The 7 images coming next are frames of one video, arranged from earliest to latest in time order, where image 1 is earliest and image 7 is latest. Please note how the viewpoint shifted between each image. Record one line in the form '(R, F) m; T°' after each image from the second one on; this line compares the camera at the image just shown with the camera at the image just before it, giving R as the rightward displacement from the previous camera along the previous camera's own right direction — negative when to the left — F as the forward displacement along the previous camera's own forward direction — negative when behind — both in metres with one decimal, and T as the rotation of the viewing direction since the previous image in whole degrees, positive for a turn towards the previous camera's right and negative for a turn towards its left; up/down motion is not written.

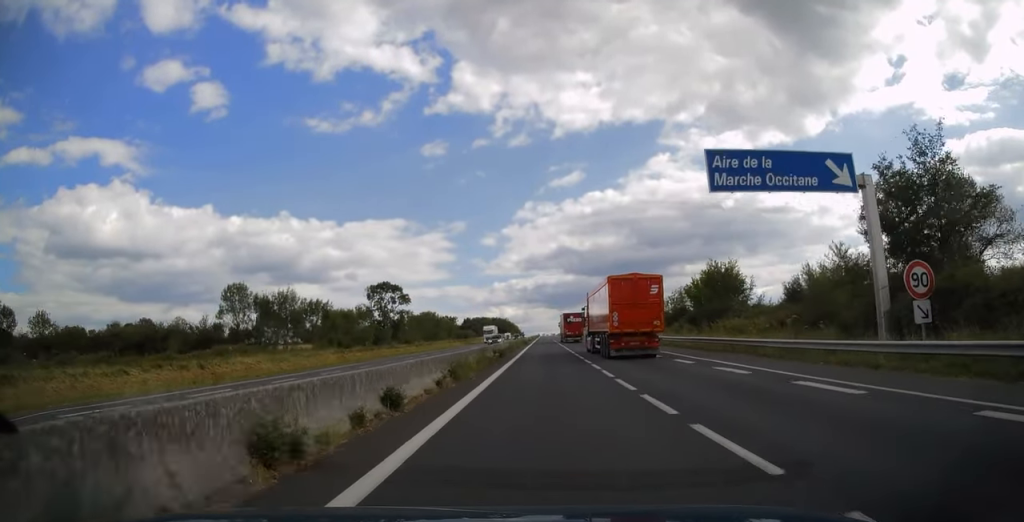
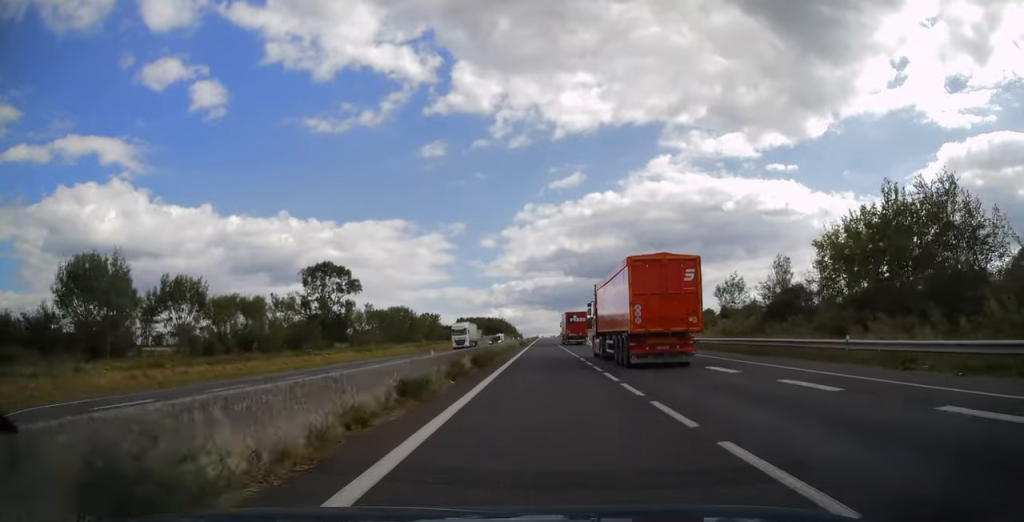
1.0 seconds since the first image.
(0.0, +31.6) m; 0°
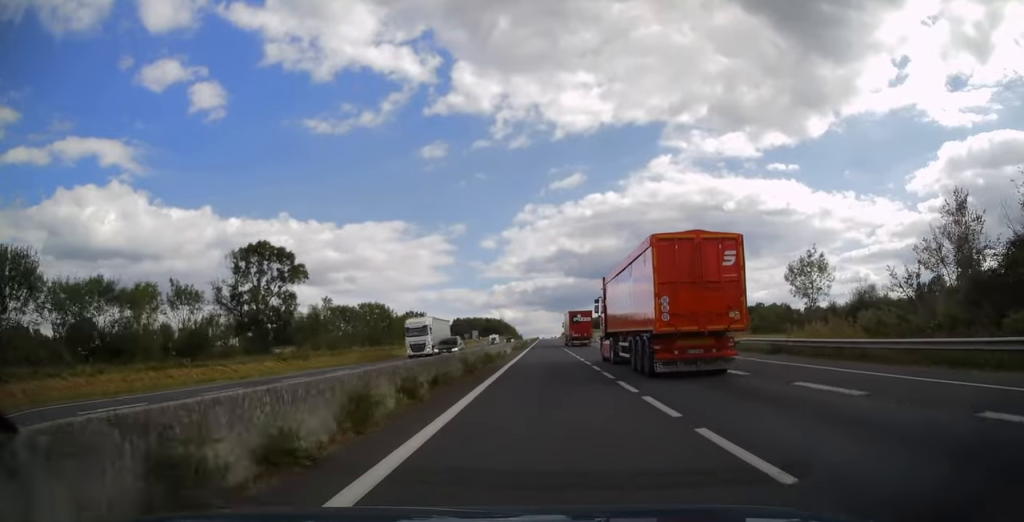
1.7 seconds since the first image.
(0.0, +20.5) m; 0°
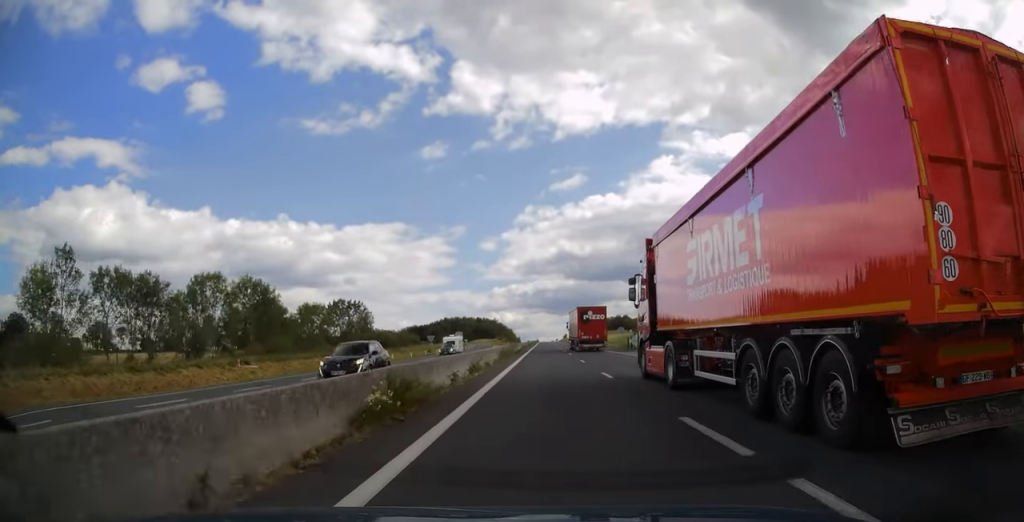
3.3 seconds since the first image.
(0.0, +50.5) m; 0°
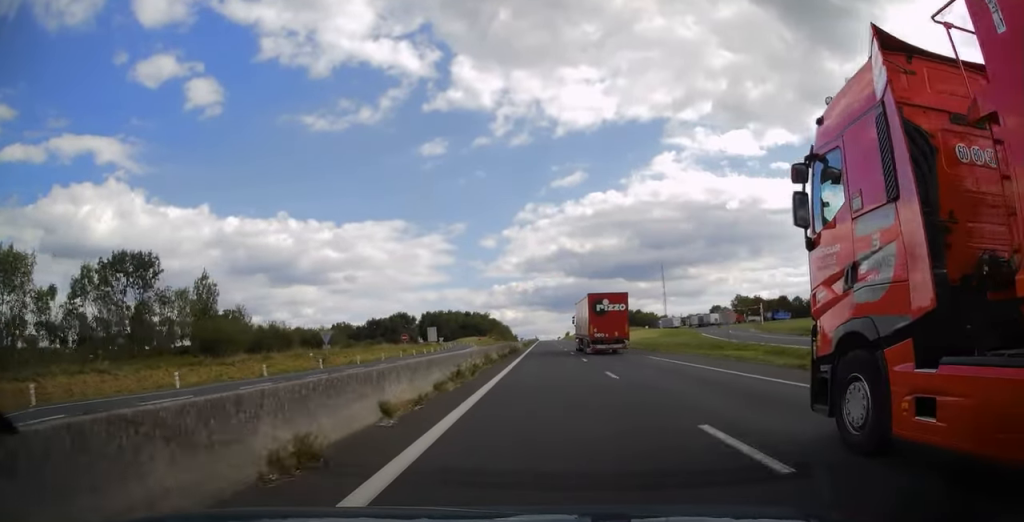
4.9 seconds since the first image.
(0.0, +52.5) m; 0°
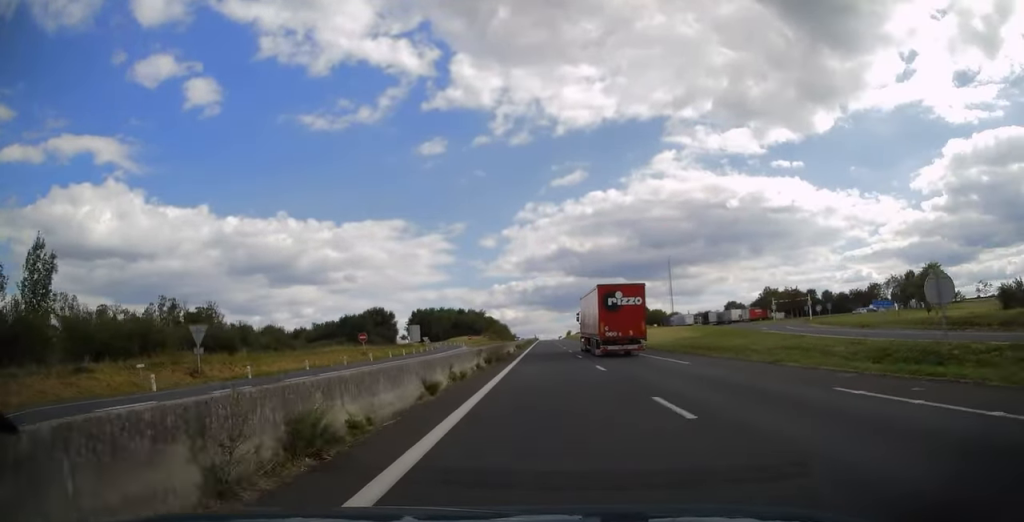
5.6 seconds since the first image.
(0.0, +22.0) m; 0°
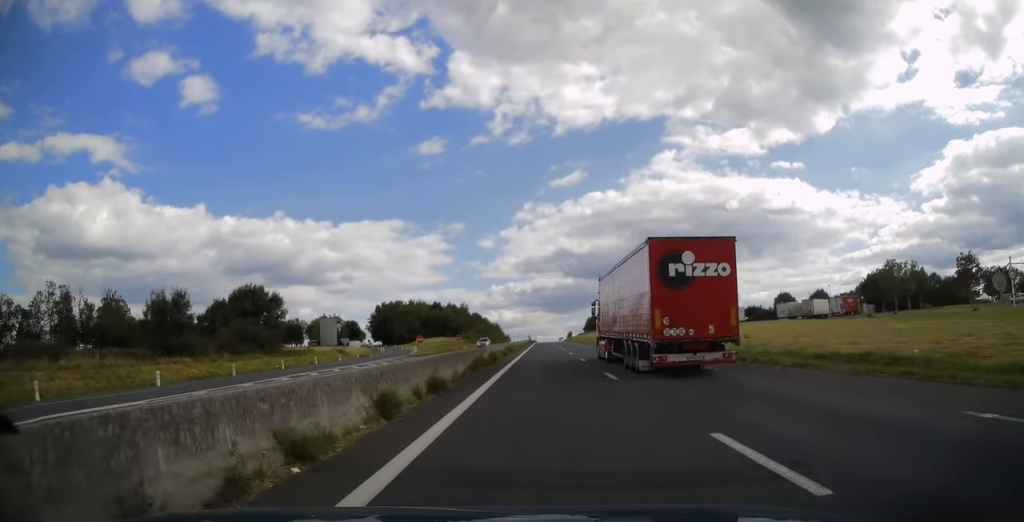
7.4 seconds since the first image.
(0.0, +56.2) m; 0°
